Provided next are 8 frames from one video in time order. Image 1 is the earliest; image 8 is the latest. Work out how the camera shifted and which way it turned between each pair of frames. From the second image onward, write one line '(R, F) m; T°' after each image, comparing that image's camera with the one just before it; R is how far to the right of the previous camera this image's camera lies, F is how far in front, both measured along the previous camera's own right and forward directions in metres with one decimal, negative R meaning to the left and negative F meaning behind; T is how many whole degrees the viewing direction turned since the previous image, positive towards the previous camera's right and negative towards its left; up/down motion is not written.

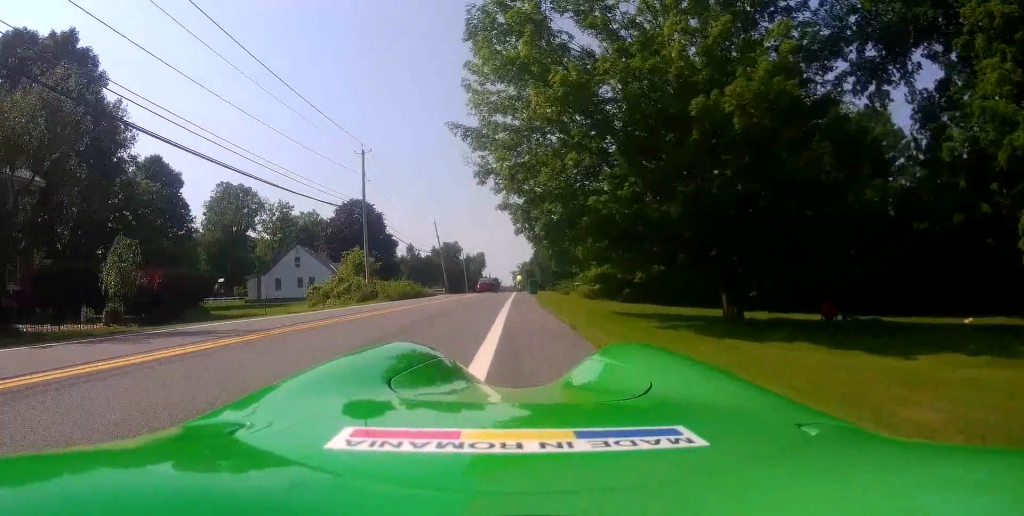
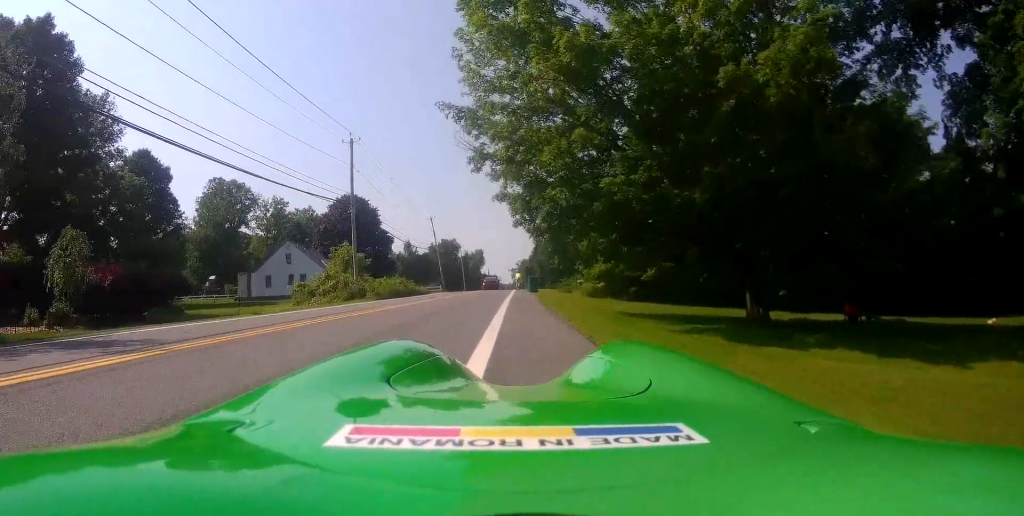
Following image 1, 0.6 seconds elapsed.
(0.0, +2.7) m; 0°
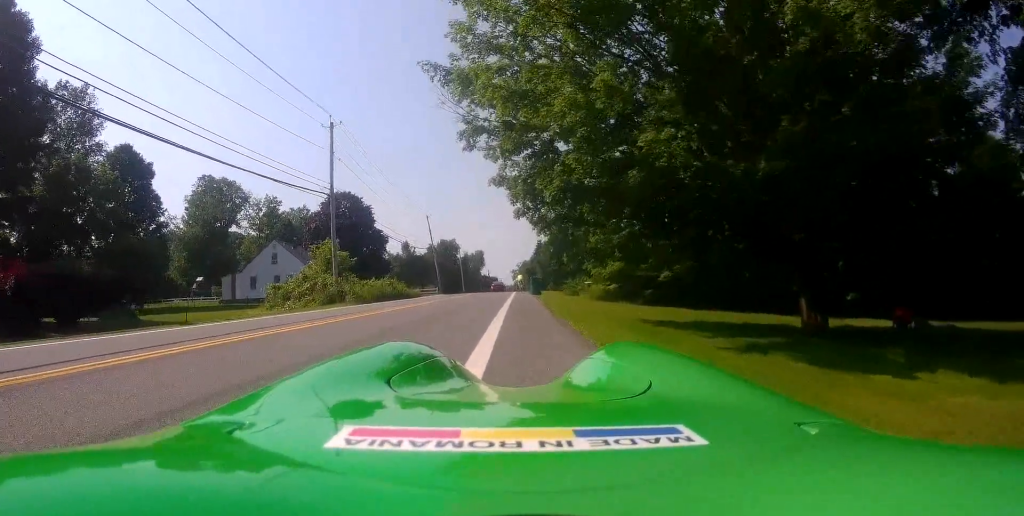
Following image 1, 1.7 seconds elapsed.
(+0.1, +4.4) m; +1°
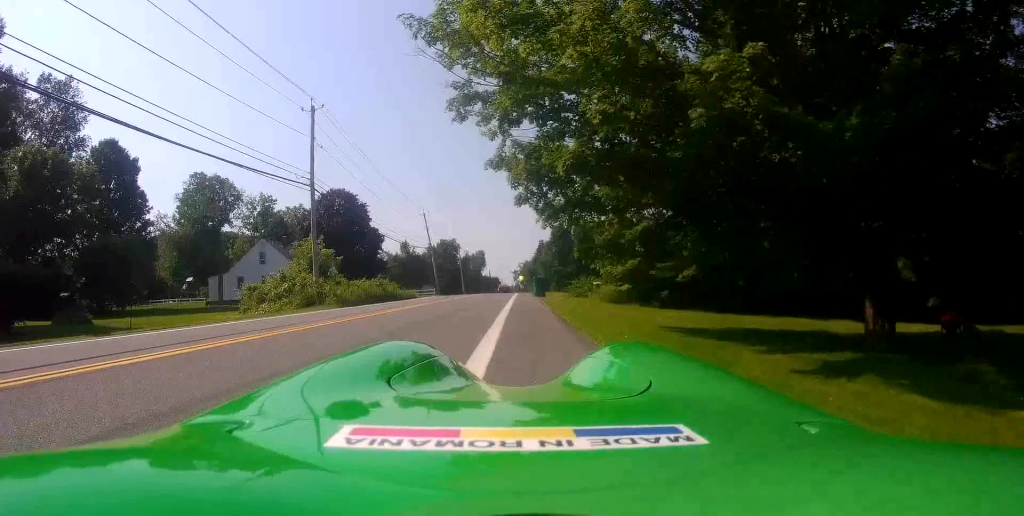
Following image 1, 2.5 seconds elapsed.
(-0.1, +3.5) m; 0°
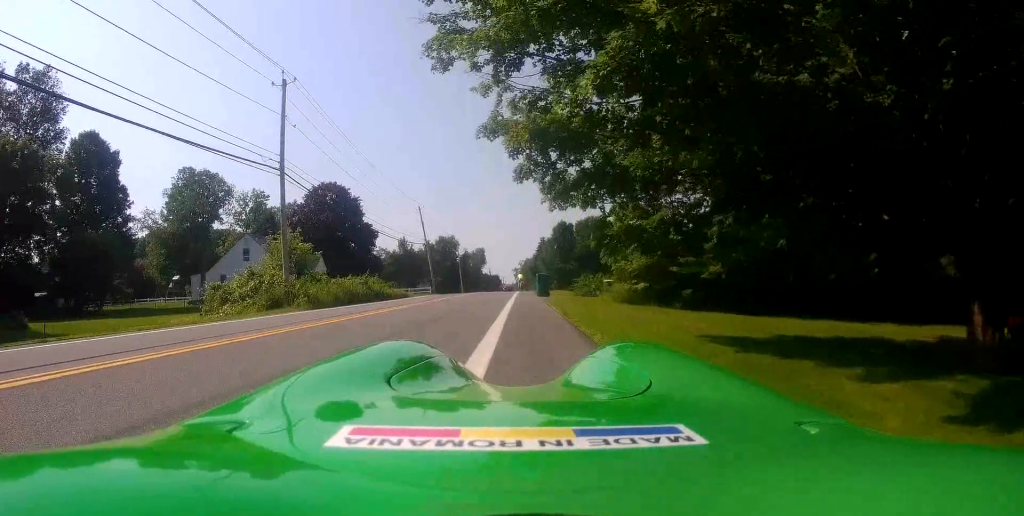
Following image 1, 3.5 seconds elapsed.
(+0.2, +3.9) m; -1°
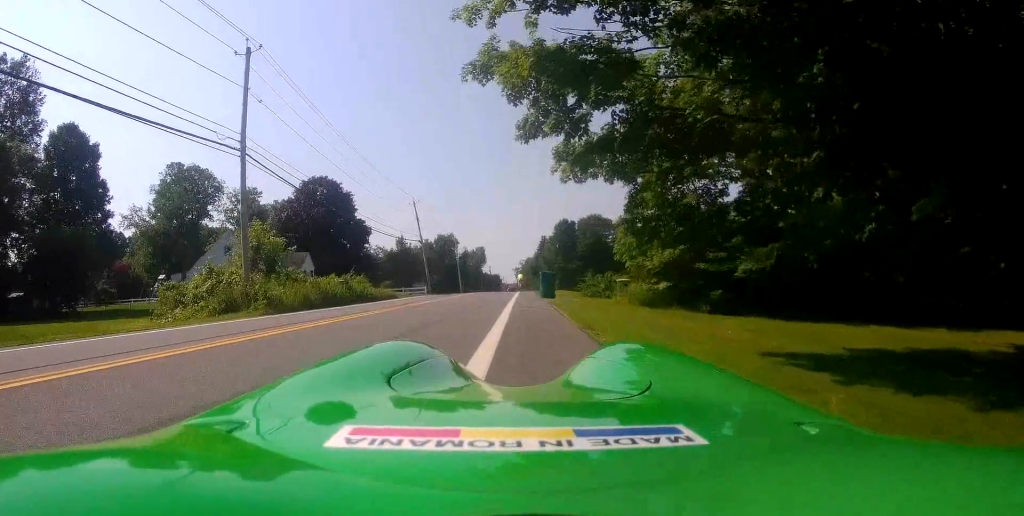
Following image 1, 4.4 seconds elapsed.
(-0.3, +3.9) m; -5°
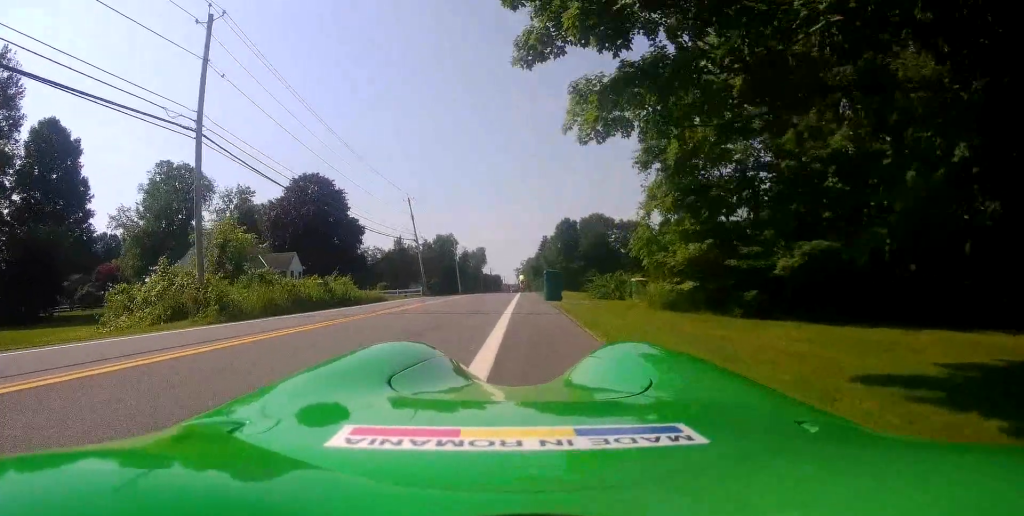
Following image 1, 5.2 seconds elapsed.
(-0.1, +3.3) m; +4°
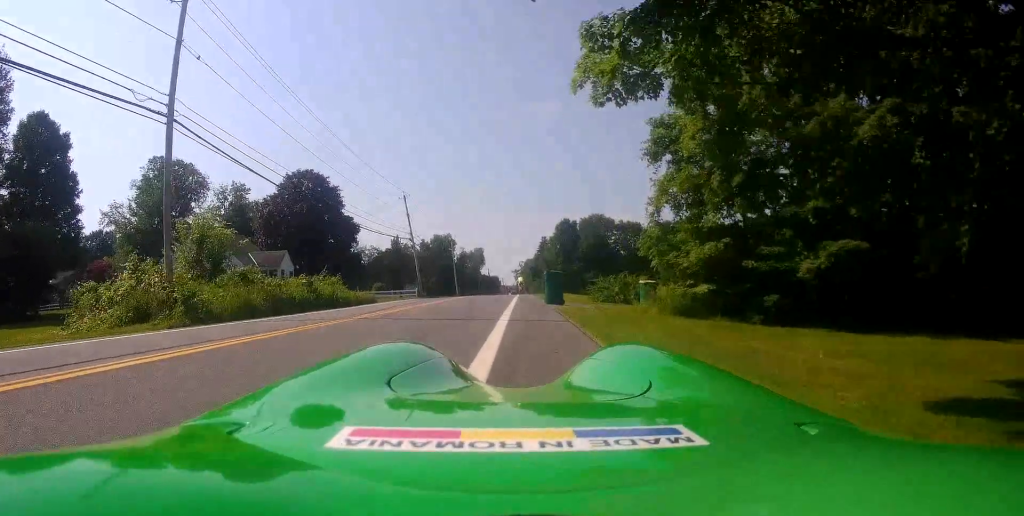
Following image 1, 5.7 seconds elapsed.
(+0.1, +1.8) m; +3°
